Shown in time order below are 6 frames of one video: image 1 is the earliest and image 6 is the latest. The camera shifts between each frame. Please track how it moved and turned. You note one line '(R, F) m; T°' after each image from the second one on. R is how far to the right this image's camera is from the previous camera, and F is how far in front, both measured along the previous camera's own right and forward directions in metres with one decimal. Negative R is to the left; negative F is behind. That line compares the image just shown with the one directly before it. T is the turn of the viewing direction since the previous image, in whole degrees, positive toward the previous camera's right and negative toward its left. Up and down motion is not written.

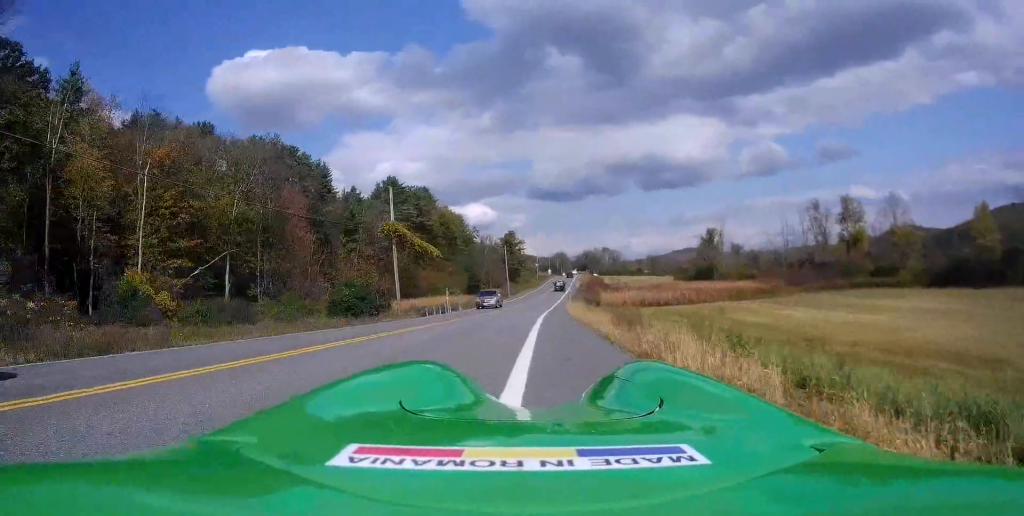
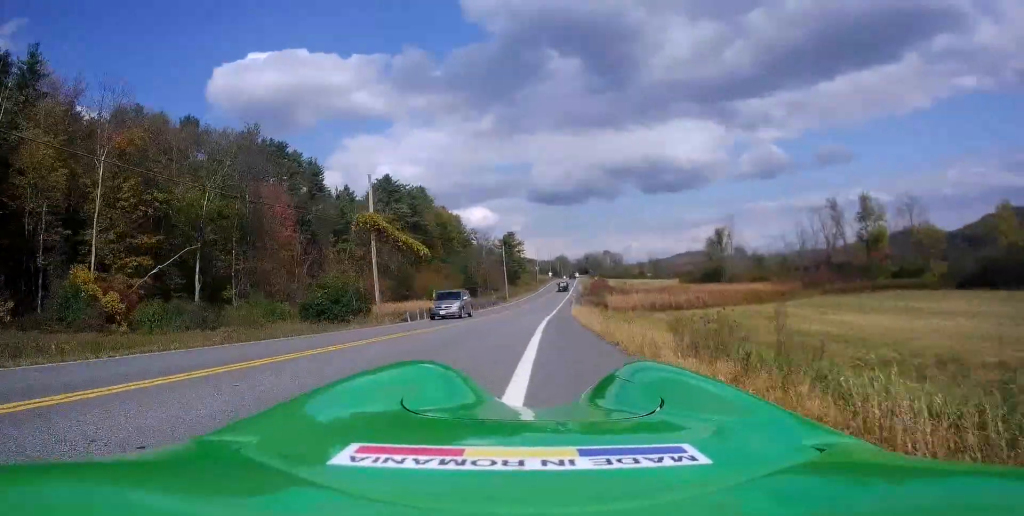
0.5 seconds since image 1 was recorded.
(0.0, +6.2) m; 0°
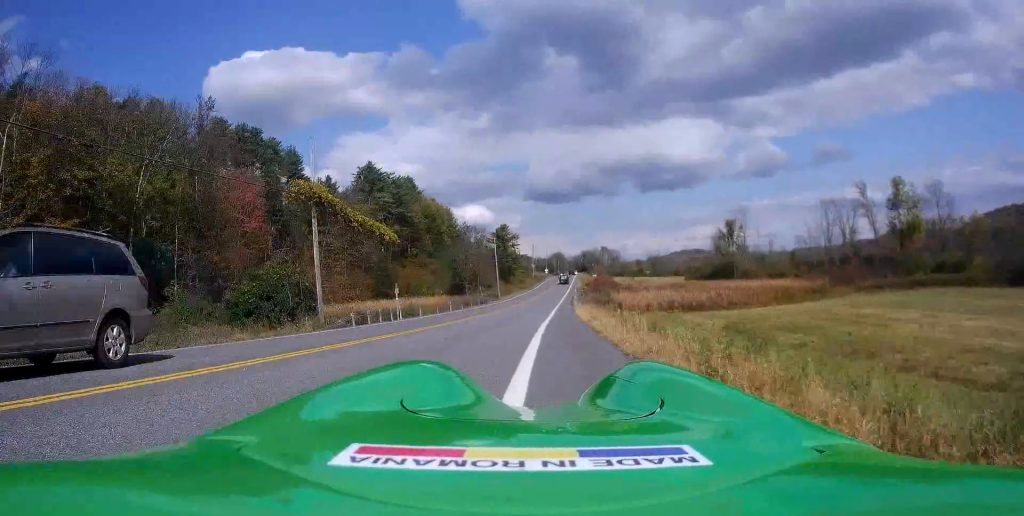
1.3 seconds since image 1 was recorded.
(+0.3, +10.4) m; 0°
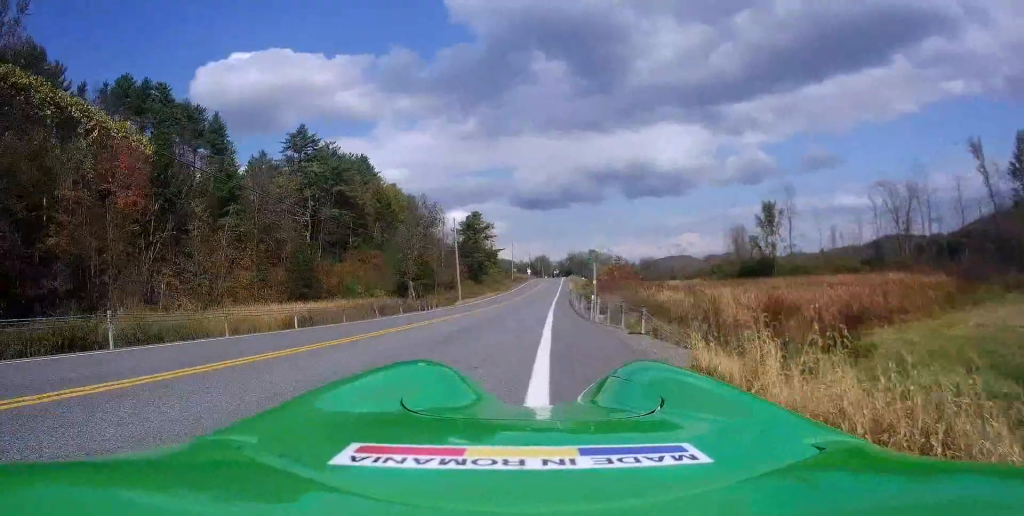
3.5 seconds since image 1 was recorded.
(0.0, +28.9) m; +1°
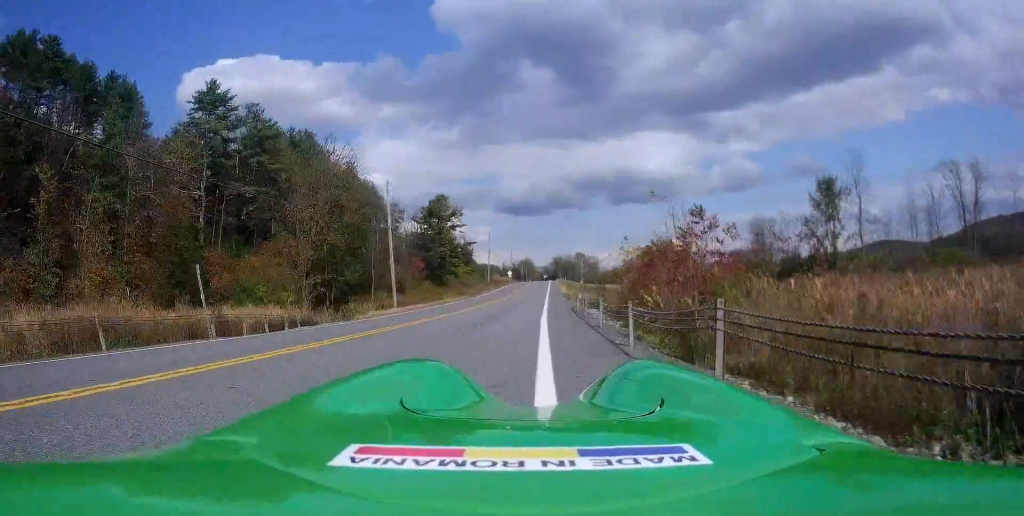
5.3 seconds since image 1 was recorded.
(+0.3, +24.5) m; +1°
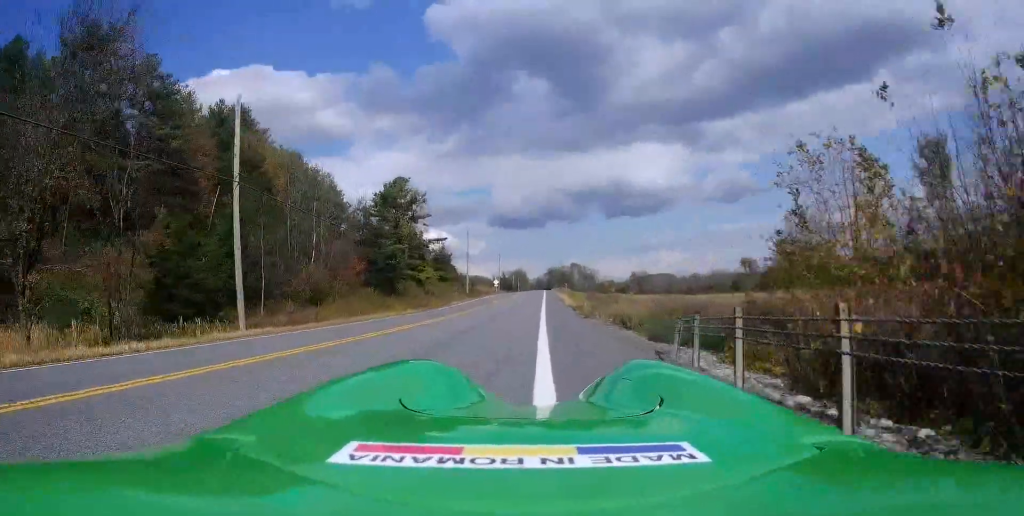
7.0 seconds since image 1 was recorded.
(+0.4, +23.2) m; +3°
